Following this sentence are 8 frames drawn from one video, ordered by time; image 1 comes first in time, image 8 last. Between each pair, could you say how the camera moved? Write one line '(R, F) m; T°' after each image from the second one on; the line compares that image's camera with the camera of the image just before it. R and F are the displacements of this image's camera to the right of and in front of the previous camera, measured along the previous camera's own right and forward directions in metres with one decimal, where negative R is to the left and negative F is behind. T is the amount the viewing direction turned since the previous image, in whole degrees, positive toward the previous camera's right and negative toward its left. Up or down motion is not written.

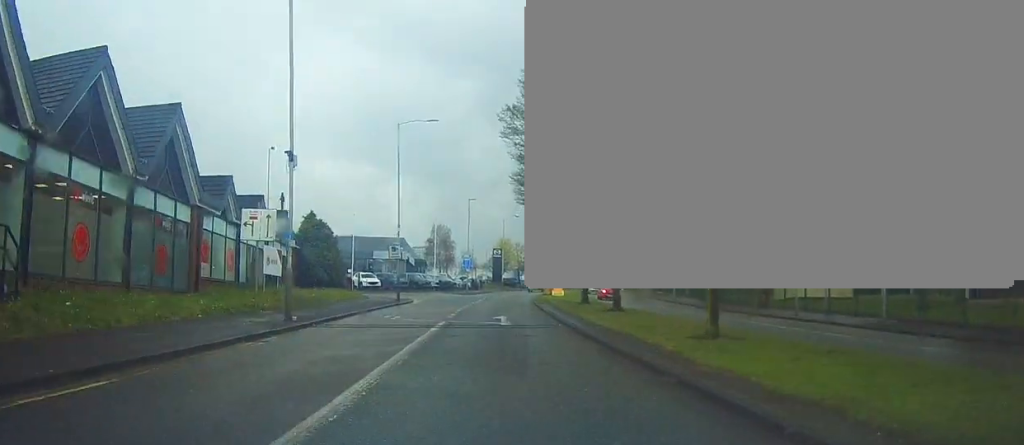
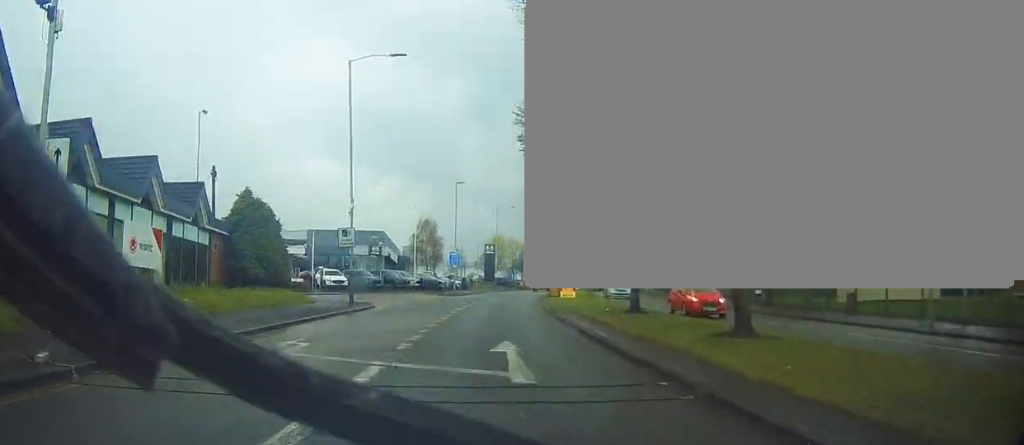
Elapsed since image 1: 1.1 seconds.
(-0.2, +12.3) m; 0°
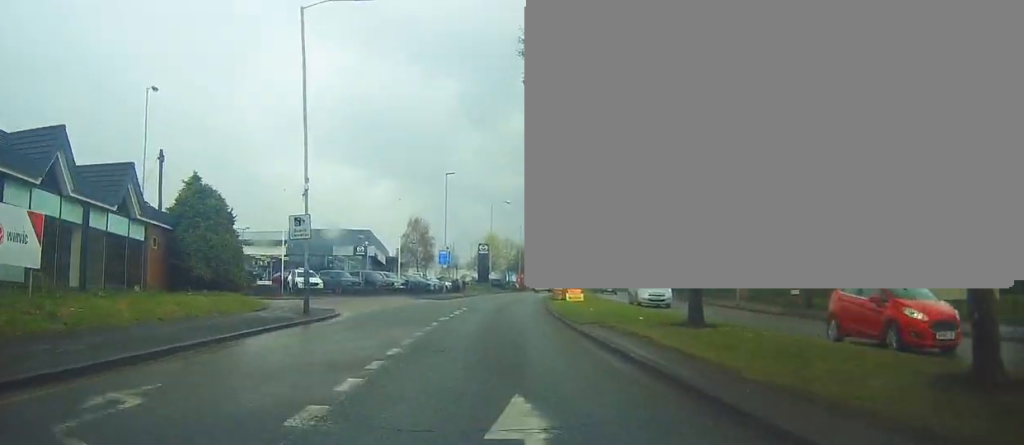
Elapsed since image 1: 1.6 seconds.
(+0.1, +6.5) m; +2°
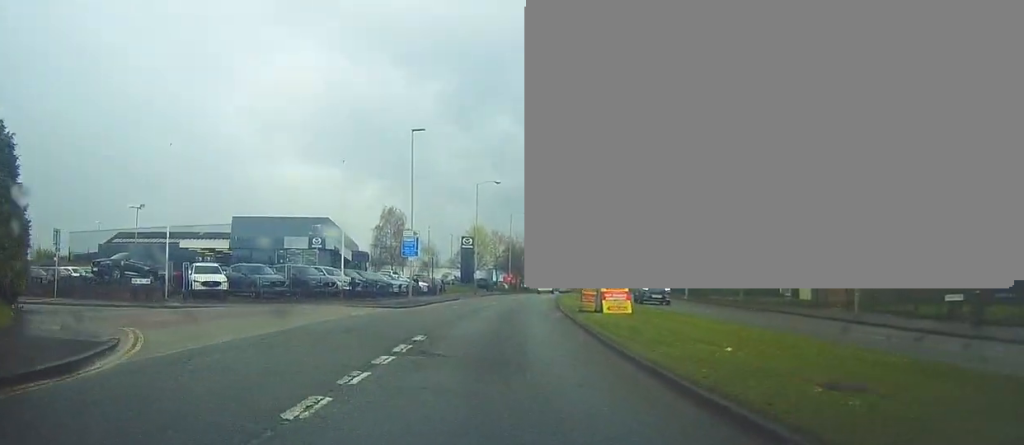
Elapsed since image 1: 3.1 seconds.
(+0.4, +16.2) m; +1°
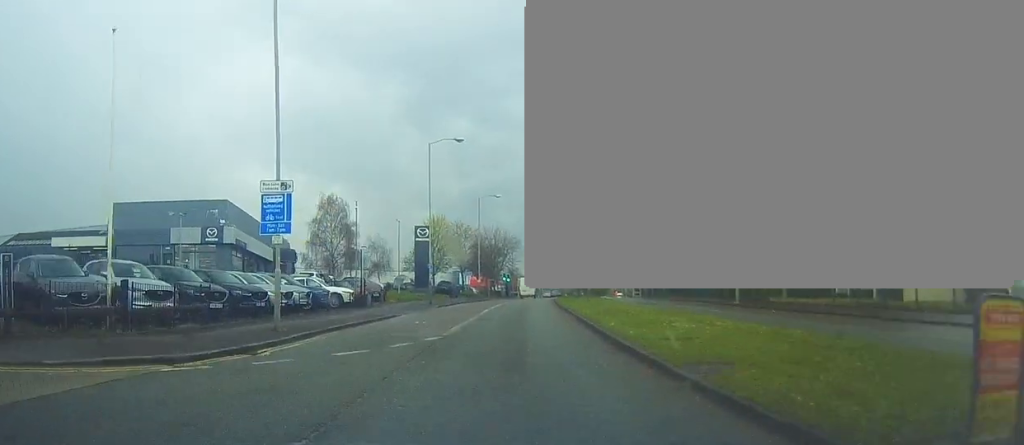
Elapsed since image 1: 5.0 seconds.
(+0.6, +20.9) m; +5°
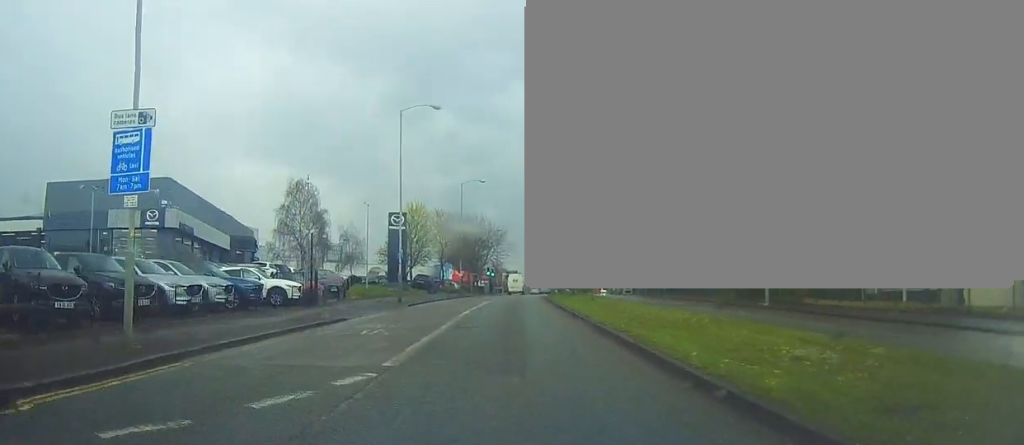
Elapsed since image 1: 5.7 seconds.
(0.0, +7.8) m; 0°
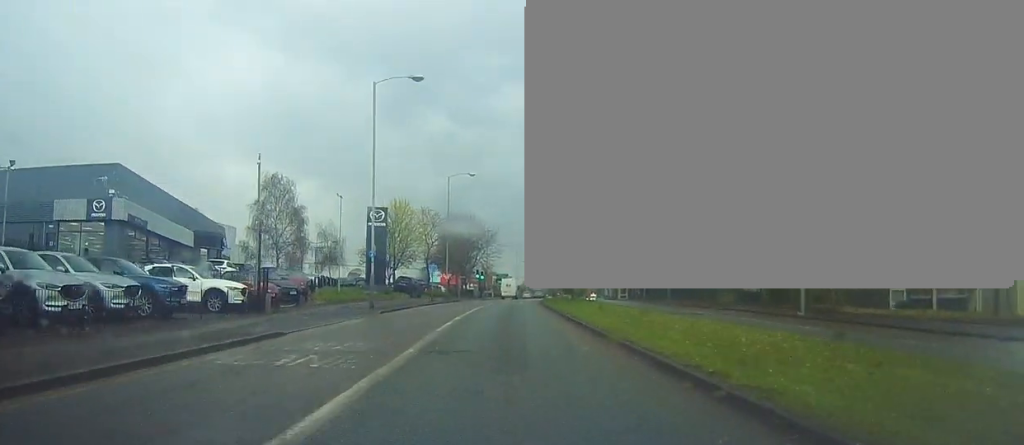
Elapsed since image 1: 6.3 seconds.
(0.0, +6.0) m; 0°
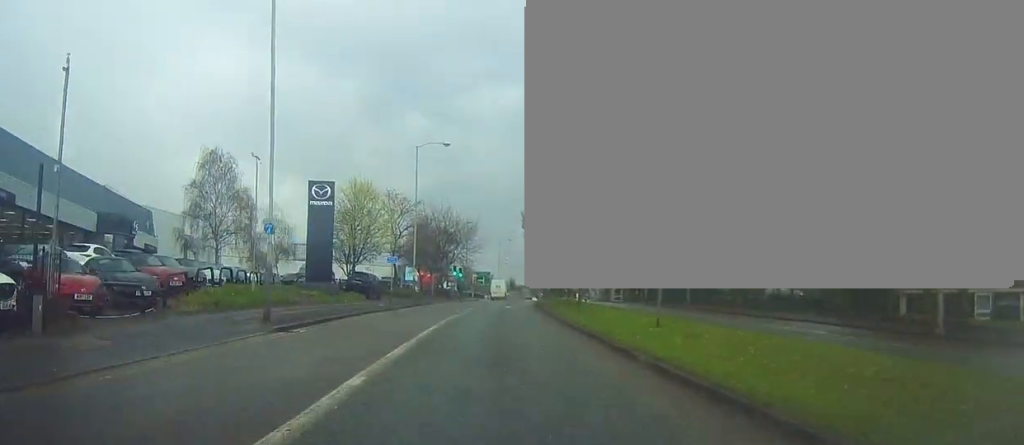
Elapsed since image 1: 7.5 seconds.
(+0.1, +12.9) m; +1°
